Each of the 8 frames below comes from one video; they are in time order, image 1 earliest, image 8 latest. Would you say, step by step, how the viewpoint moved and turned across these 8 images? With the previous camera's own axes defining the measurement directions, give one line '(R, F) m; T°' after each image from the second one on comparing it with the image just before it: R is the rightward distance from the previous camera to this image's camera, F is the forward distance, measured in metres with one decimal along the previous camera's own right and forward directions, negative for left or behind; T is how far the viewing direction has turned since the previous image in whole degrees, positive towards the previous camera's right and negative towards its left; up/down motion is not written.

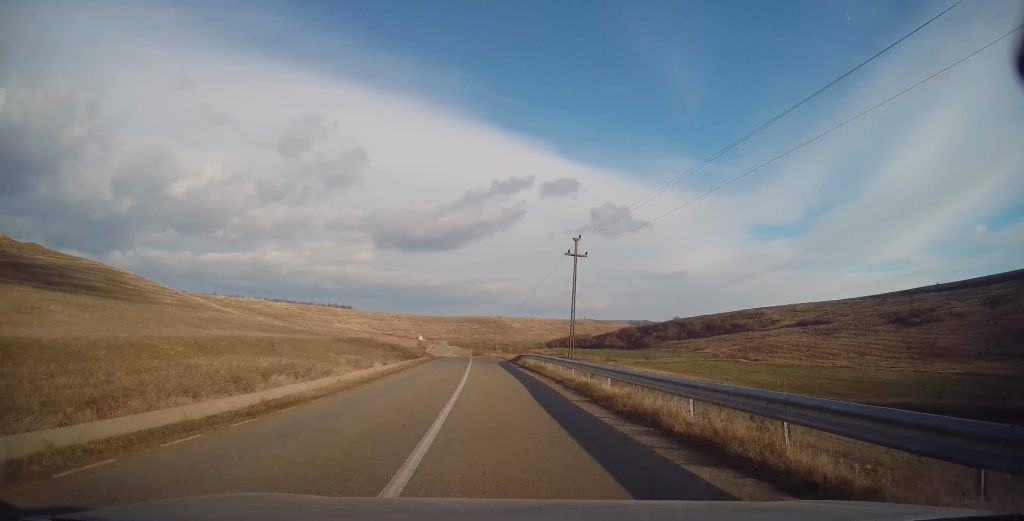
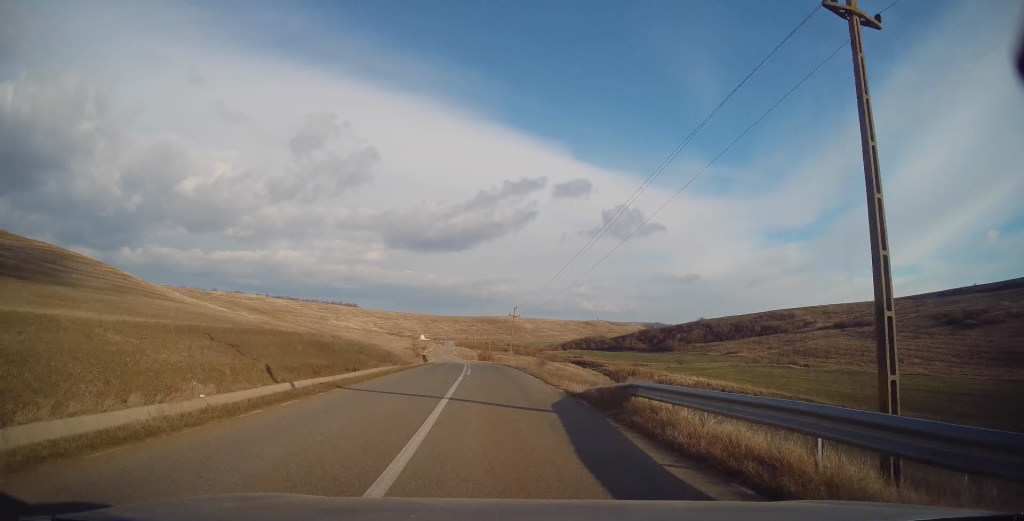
(-0.4, +31.0) m; -2°
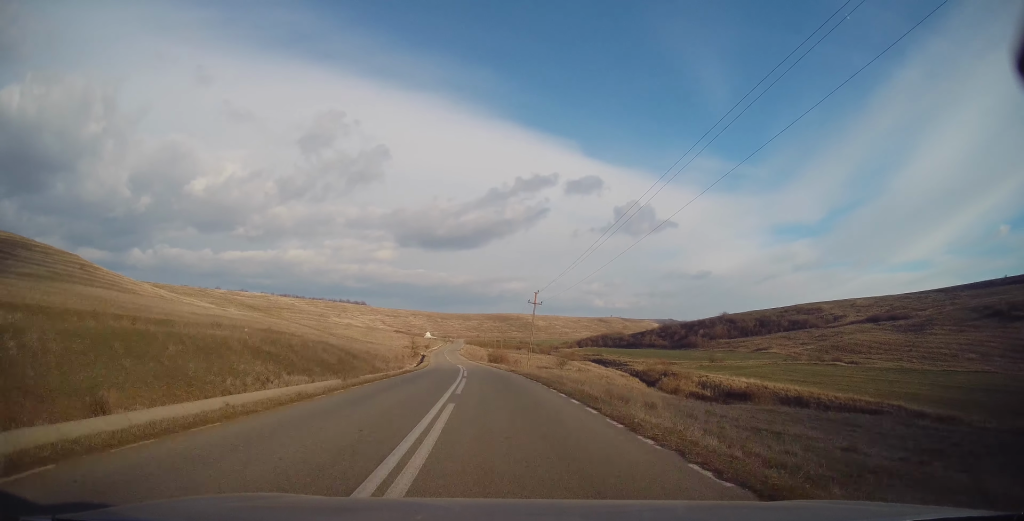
(-0.3, +20.8) m; -1°
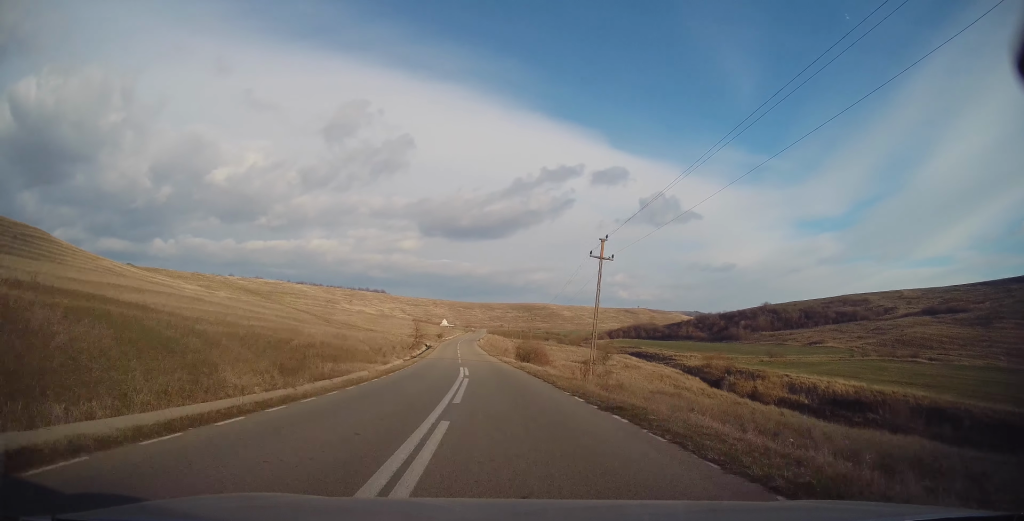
(-0.2, +26.7) m; -2°
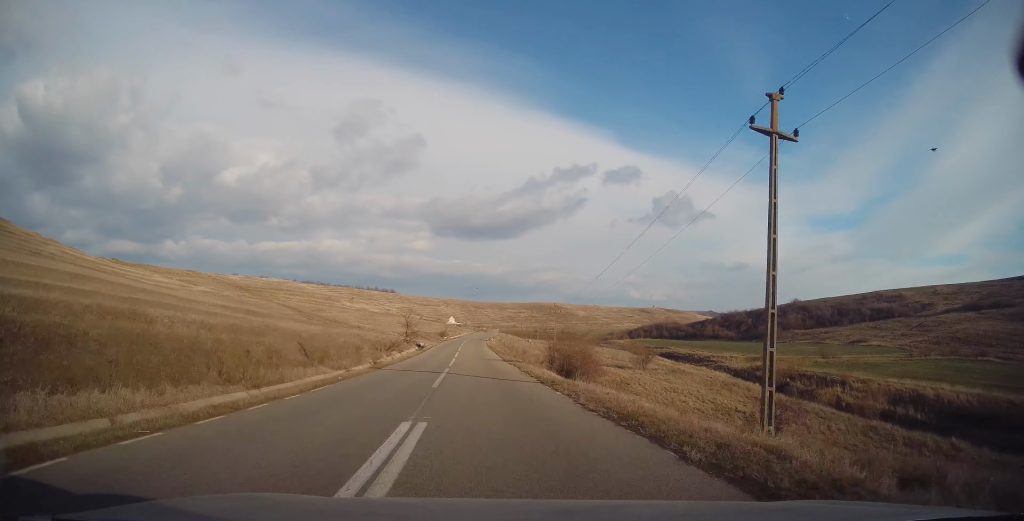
(-0.5, +21.0) m; -2°
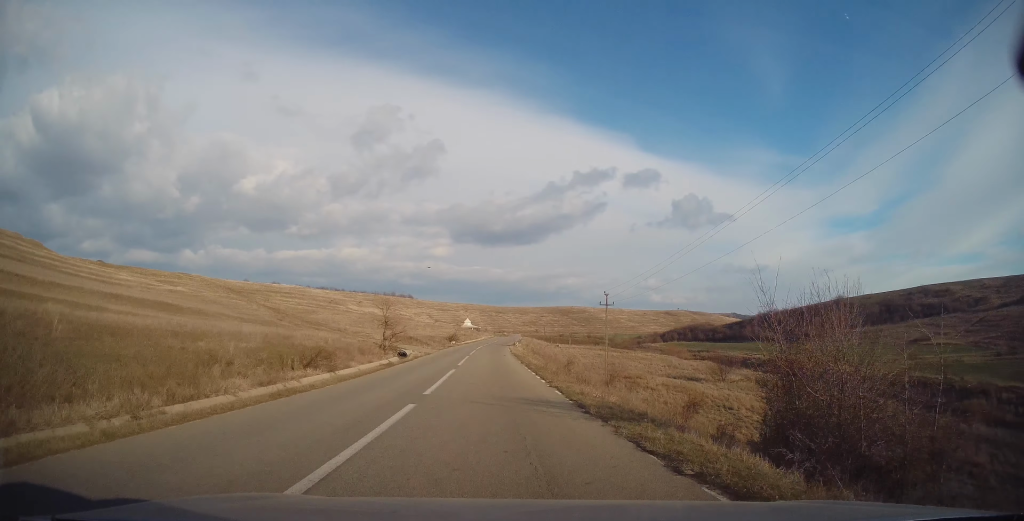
(-0.4, +25.0) m; -2°
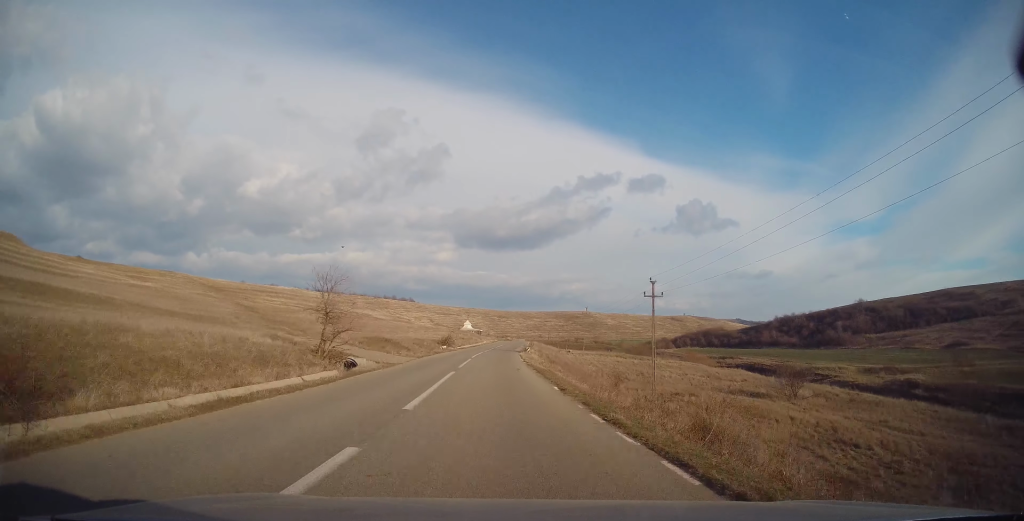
(-0.3, +16.8) m; 0°
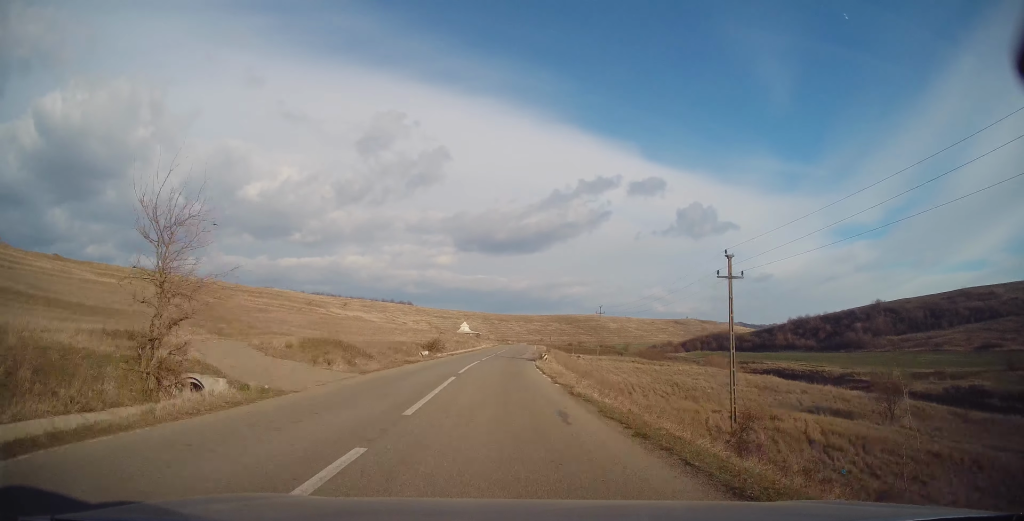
(0.0, +14.4) m; 0°
